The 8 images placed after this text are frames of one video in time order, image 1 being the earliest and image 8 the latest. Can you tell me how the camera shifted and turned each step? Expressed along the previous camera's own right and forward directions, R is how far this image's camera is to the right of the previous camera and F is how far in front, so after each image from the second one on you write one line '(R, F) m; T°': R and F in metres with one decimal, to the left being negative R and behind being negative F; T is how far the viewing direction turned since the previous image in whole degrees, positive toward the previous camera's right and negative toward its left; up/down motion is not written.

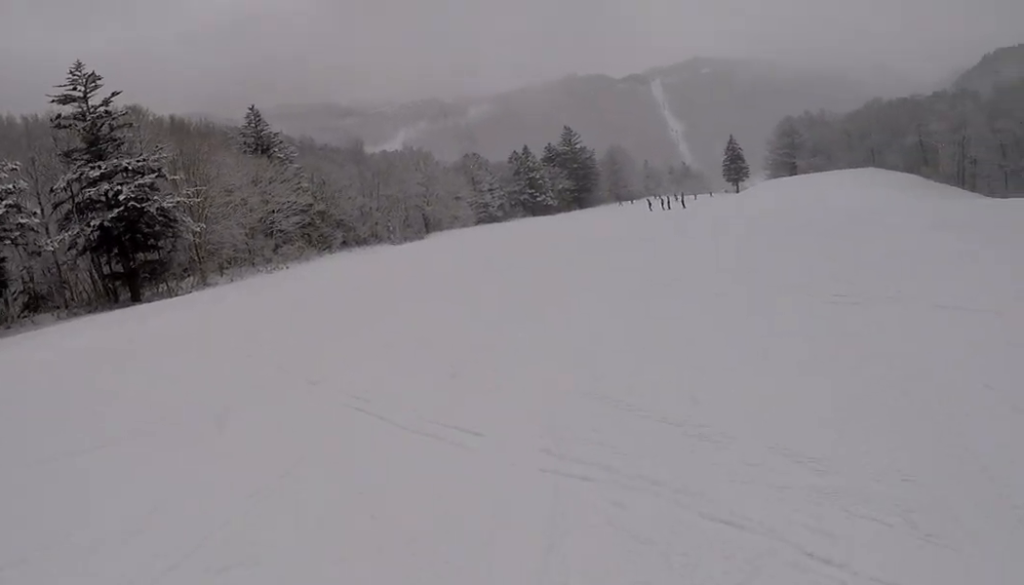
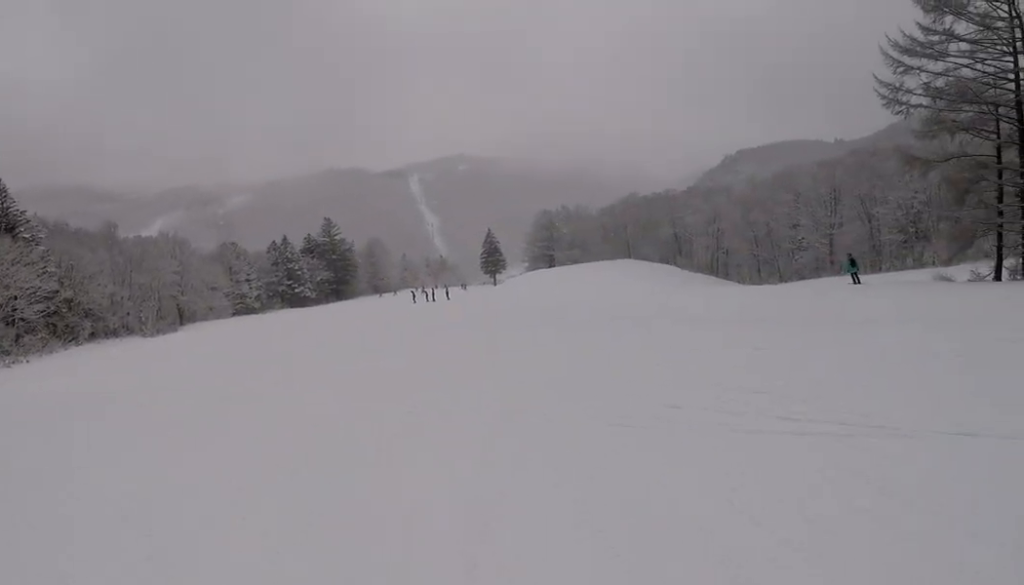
(+1.1, +4.5) m; +14°
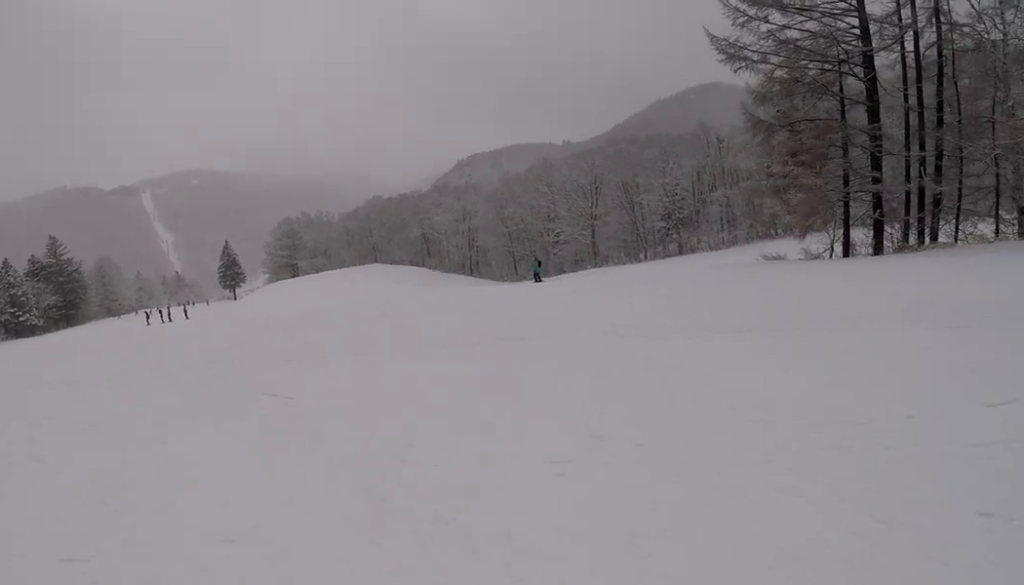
(+0.8, +9.5) m; +22°
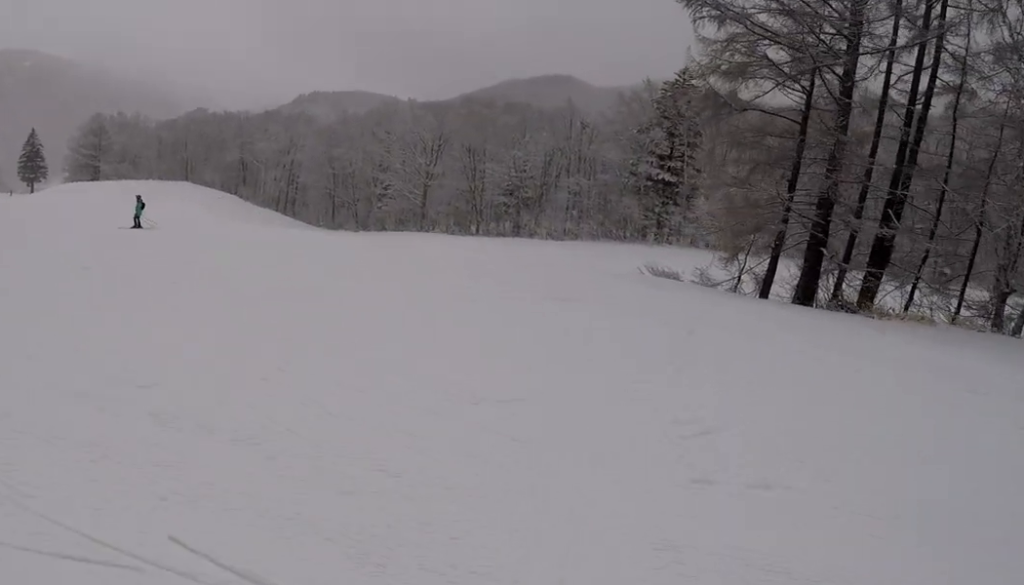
(+2.9, +9.3) m; +20°
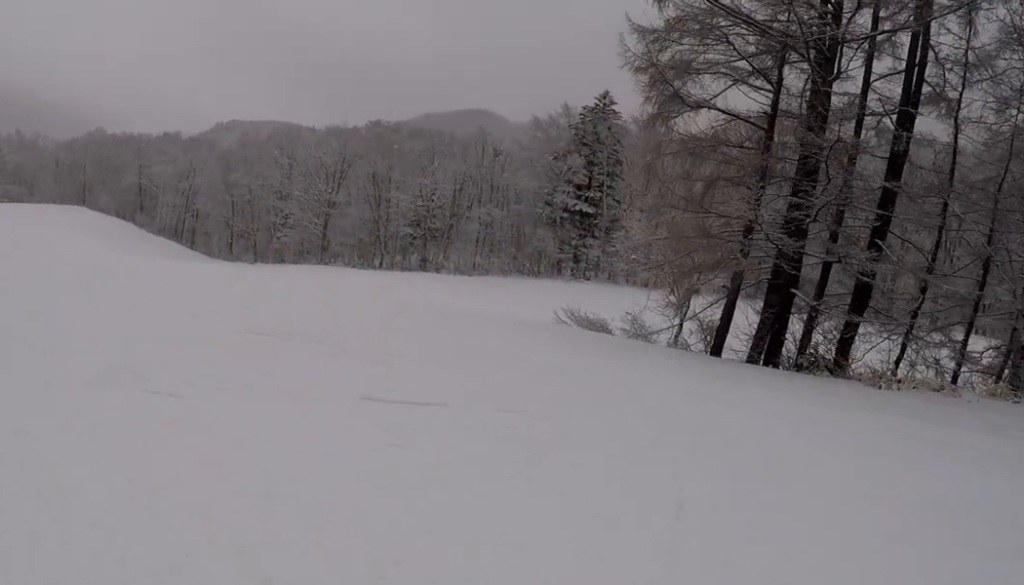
(+0.4, +6.5) m; +13°
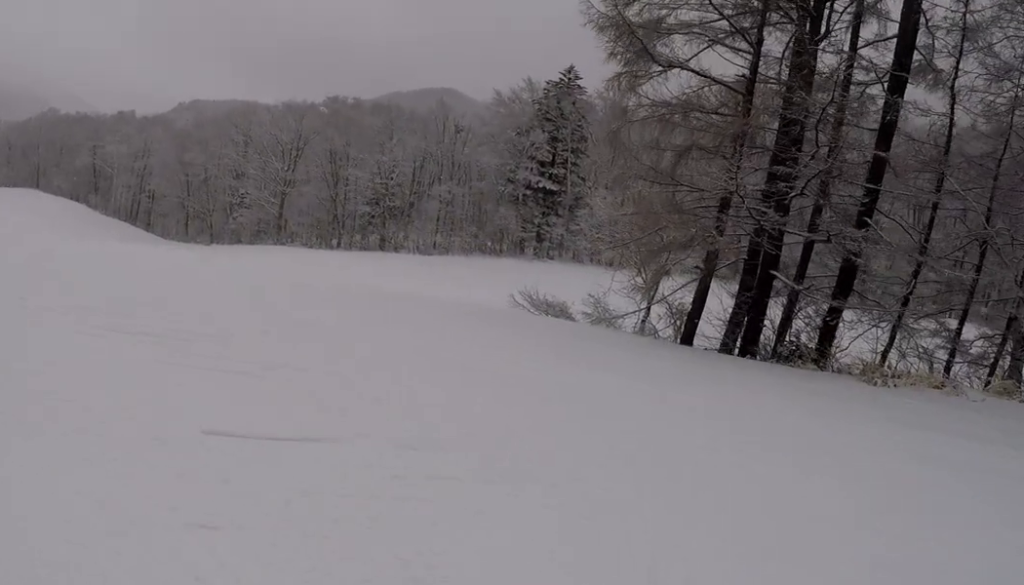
(+0.5, +2.2) m; +4°
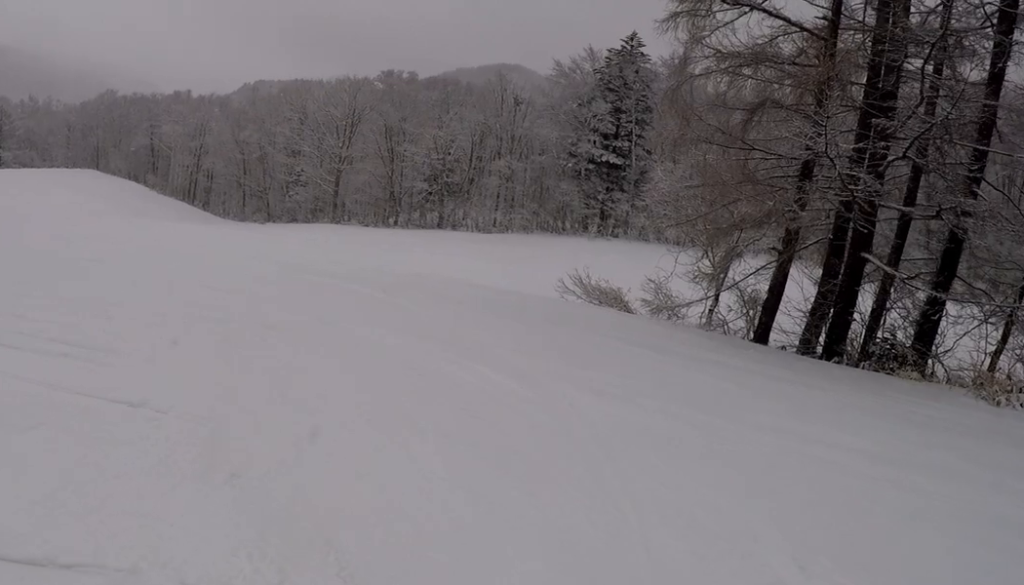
(-0.1, +2.8) m; -5°
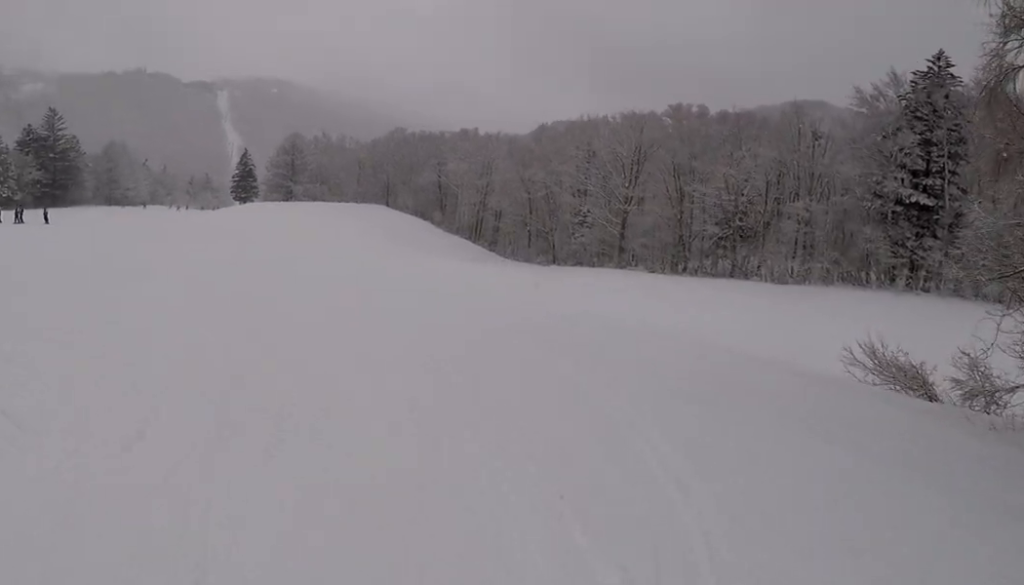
(-0.3, +3.9) m; -15°
